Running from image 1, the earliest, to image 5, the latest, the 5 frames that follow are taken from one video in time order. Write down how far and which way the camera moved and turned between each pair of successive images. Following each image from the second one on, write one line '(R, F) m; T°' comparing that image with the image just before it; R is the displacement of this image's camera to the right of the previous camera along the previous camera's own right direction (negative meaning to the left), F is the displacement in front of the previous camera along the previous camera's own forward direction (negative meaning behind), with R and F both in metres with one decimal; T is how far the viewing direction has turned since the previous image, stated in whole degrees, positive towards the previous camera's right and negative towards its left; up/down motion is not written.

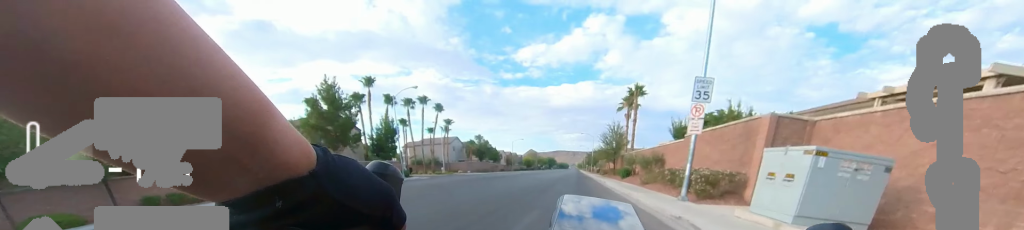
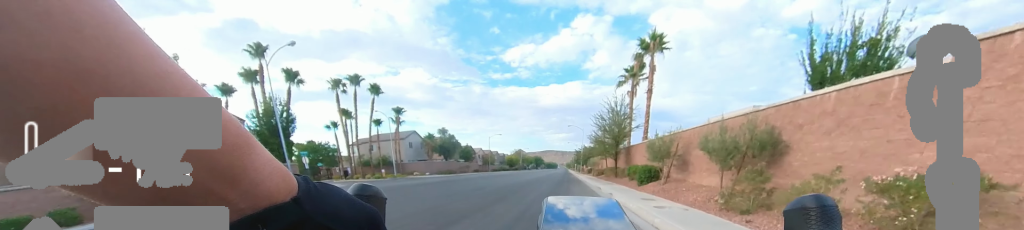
(0.0, +13.3) m; 0°
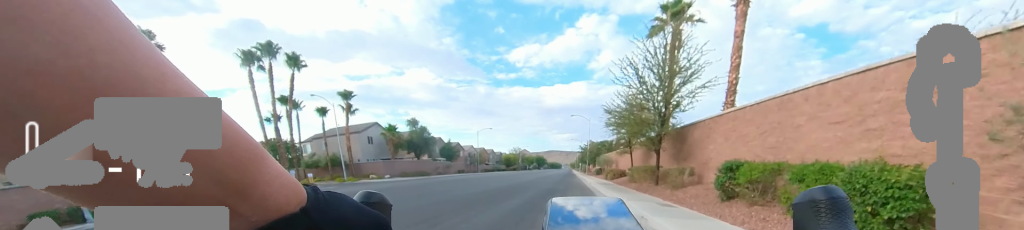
(+0.4, +11.8) m; +5°
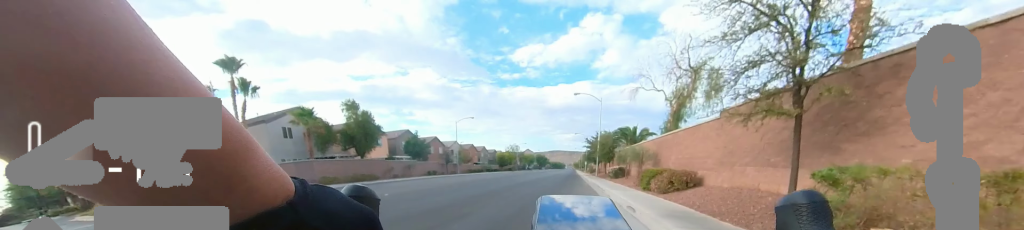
(+0.3, +13.6) m; +1°
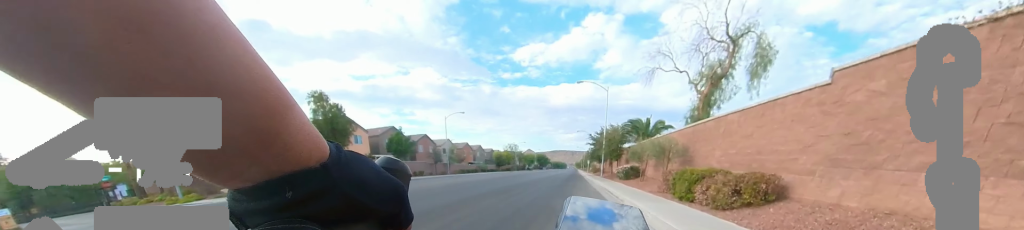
(0.0, +4.4) m; -1°
